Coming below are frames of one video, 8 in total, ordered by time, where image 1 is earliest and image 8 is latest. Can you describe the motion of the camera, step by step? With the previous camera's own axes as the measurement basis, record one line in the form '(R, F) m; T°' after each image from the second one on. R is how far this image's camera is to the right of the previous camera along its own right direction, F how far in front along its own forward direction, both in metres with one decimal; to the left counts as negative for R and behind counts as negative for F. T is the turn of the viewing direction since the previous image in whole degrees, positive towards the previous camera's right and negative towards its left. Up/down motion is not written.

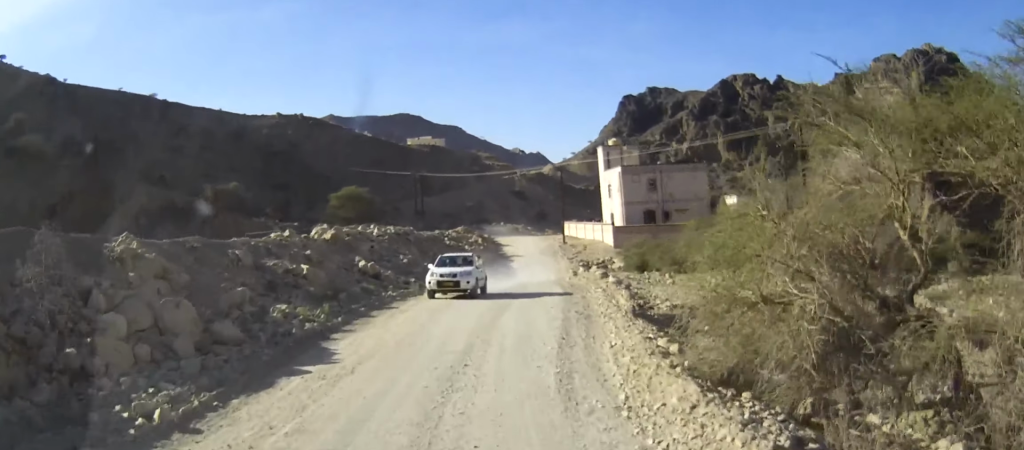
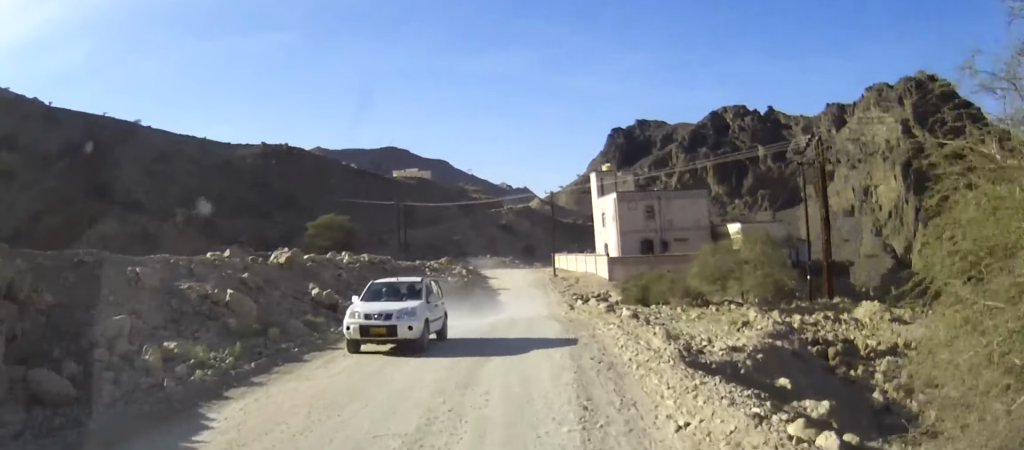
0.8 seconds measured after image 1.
(0.0, +4.4) m; 0°
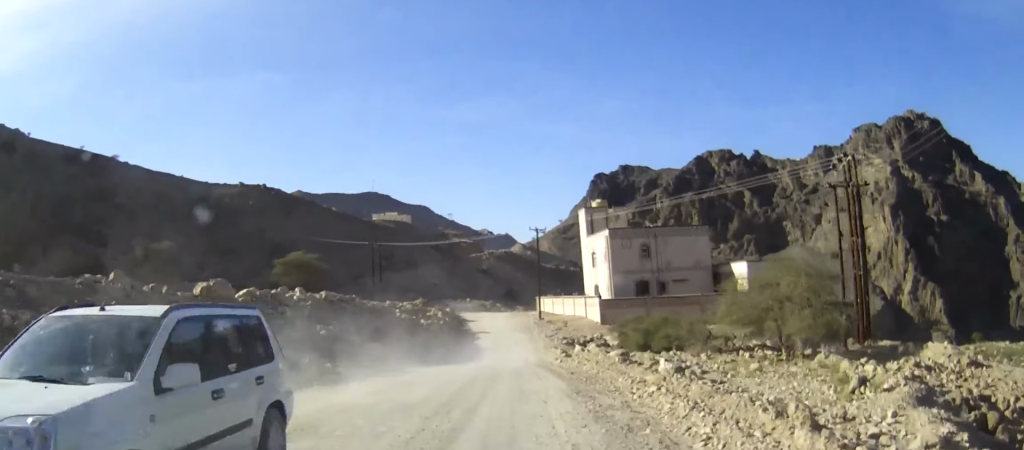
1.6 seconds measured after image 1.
(0.0, +6.2) m; 0°
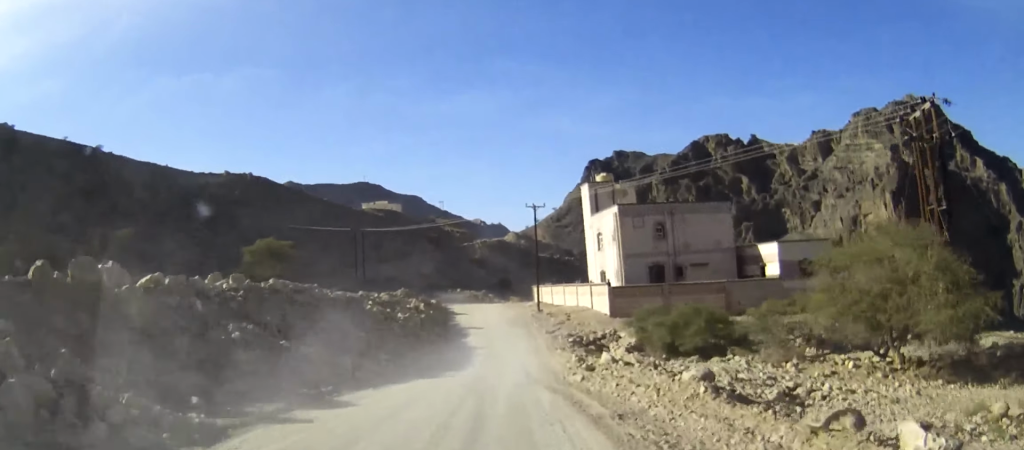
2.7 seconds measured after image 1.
(0.0, +8.5) m; 0°
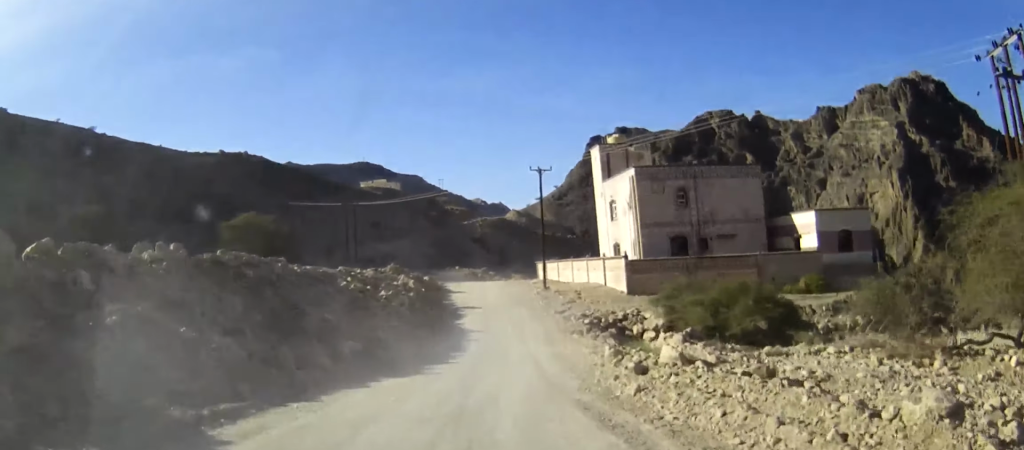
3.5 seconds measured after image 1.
(0.0, +7.0) m; +1°
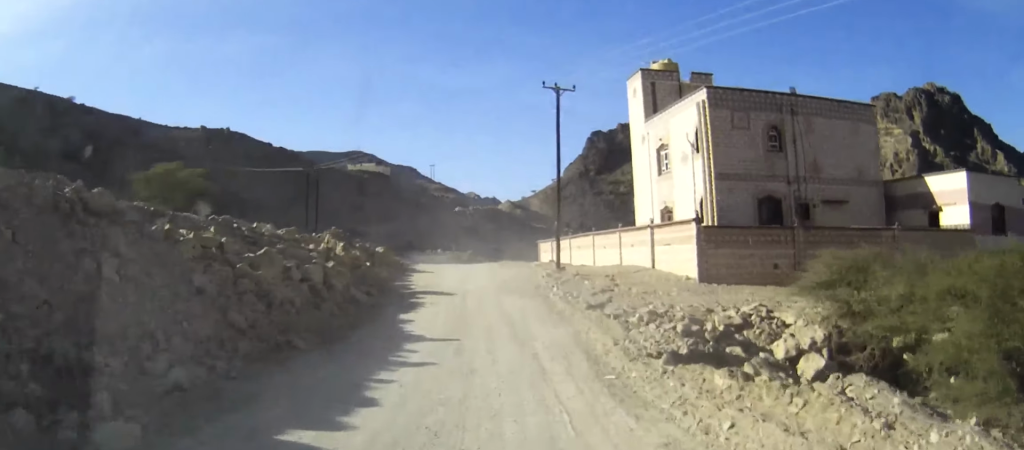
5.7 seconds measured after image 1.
(+0.1, +19.5) m; +1°
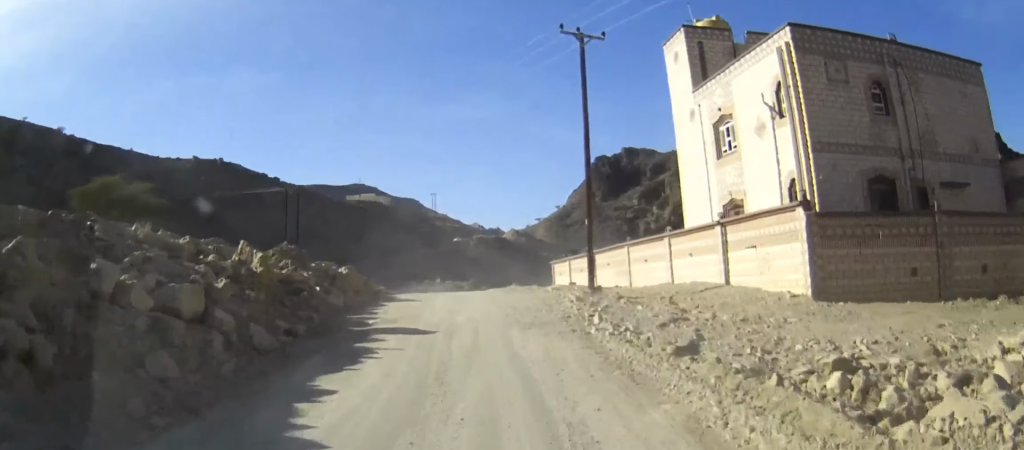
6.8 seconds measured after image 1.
(0.0, +10.4) m; 0°
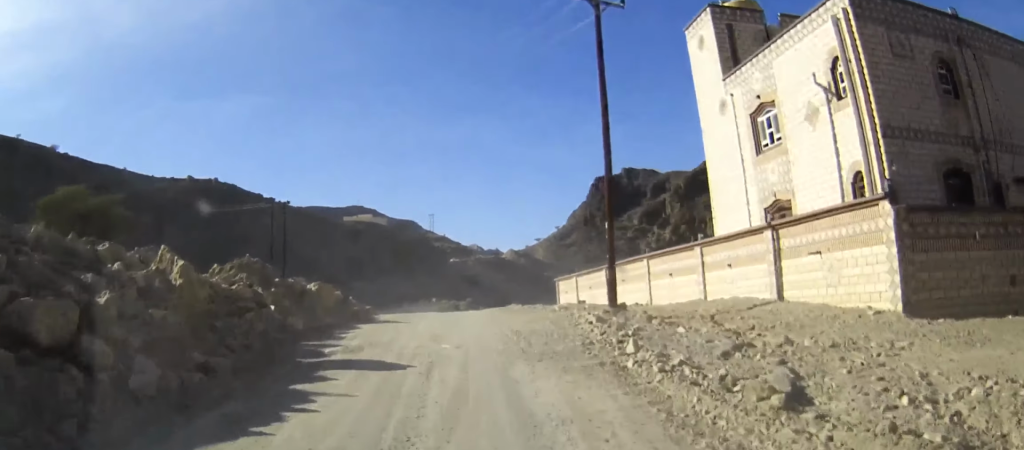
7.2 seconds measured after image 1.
(0.0, +4.6) m; 0°
